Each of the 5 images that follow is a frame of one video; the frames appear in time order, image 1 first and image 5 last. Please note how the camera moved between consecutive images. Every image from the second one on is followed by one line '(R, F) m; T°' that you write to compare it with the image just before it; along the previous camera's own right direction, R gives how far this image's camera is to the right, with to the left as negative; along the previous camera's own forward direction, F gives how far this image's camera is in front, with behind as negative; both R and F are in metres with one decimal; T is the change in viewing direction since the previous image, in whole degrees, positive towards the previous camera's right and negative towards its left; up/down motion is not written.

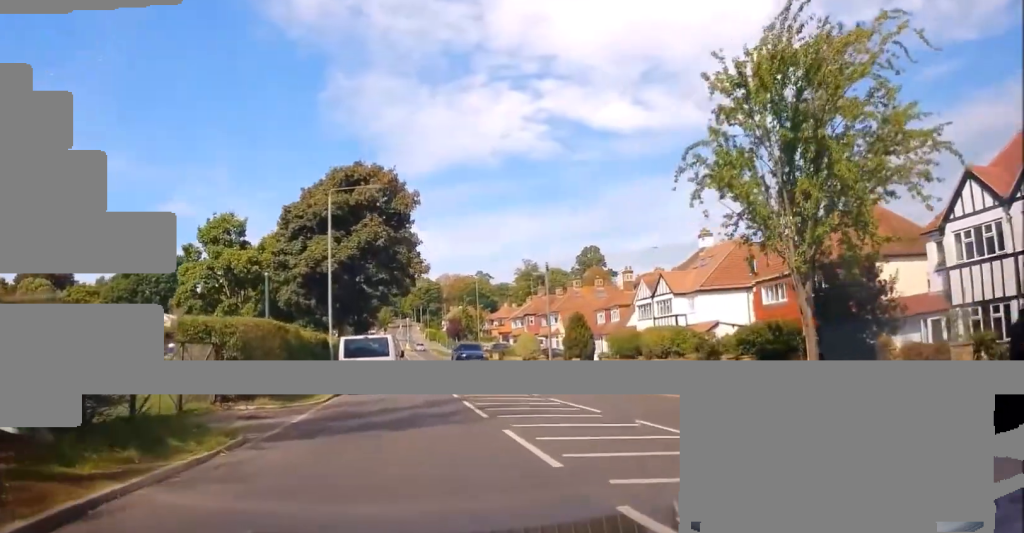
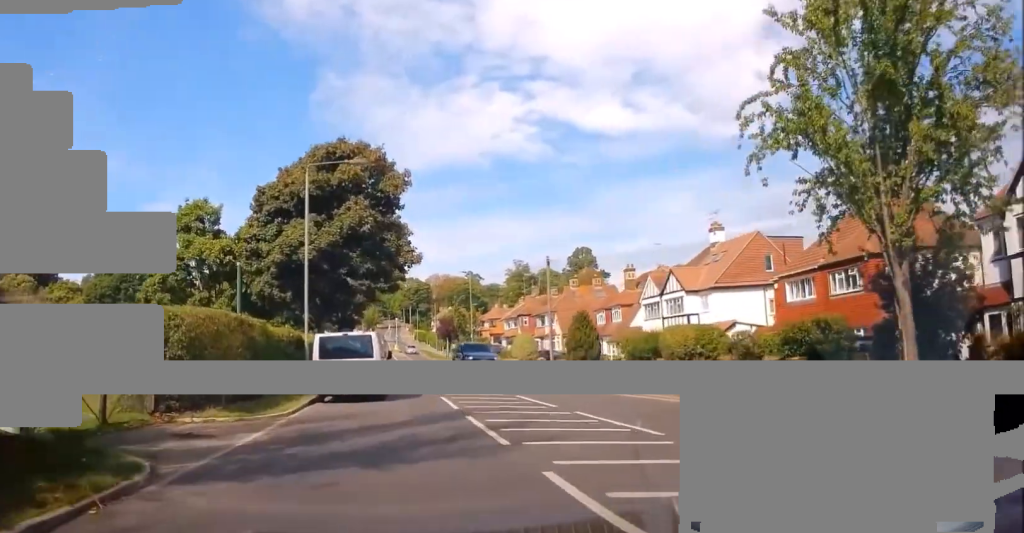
(-0.2, +3.7) m; +1°
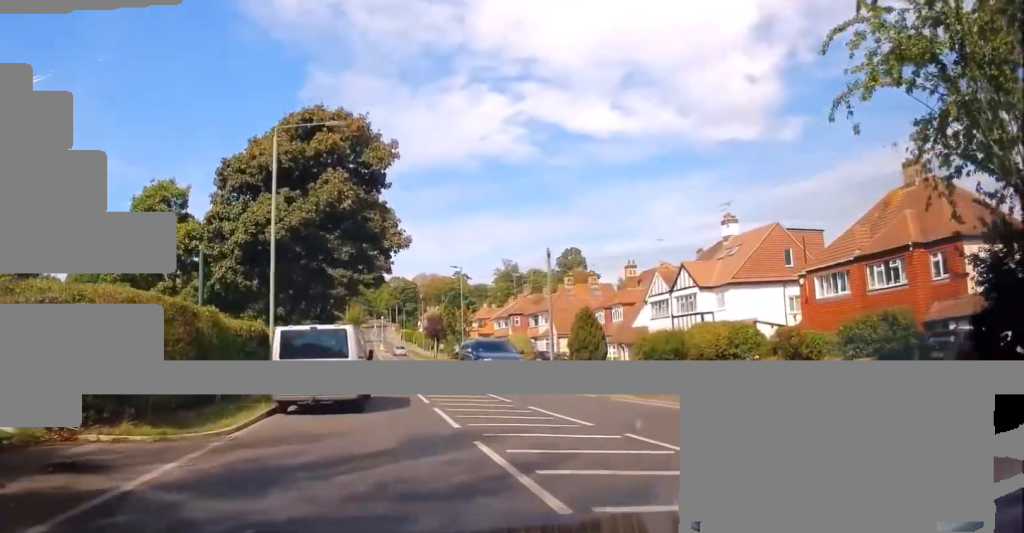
(+0.2, +4.0) m; +1°
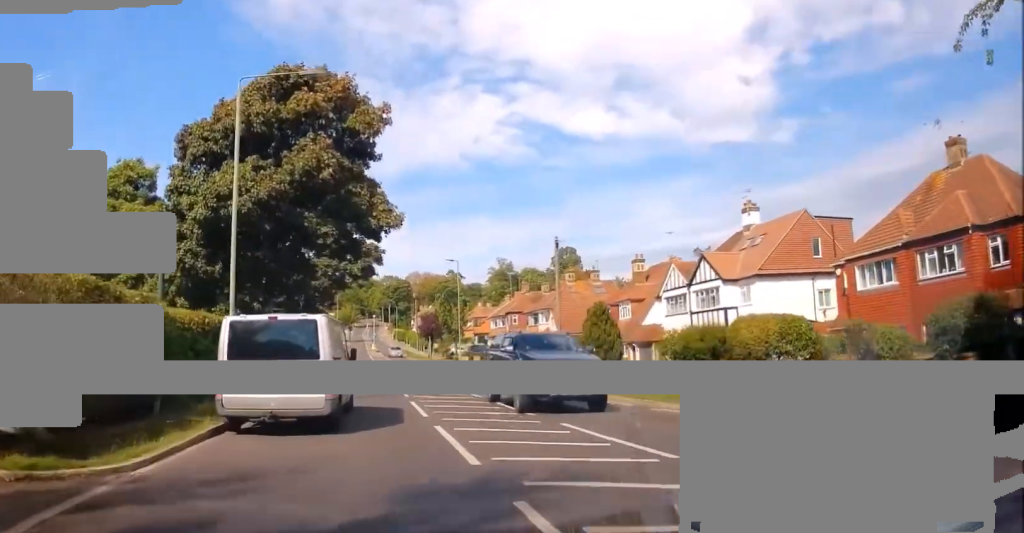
(+0.2, +4.0) m; +1°
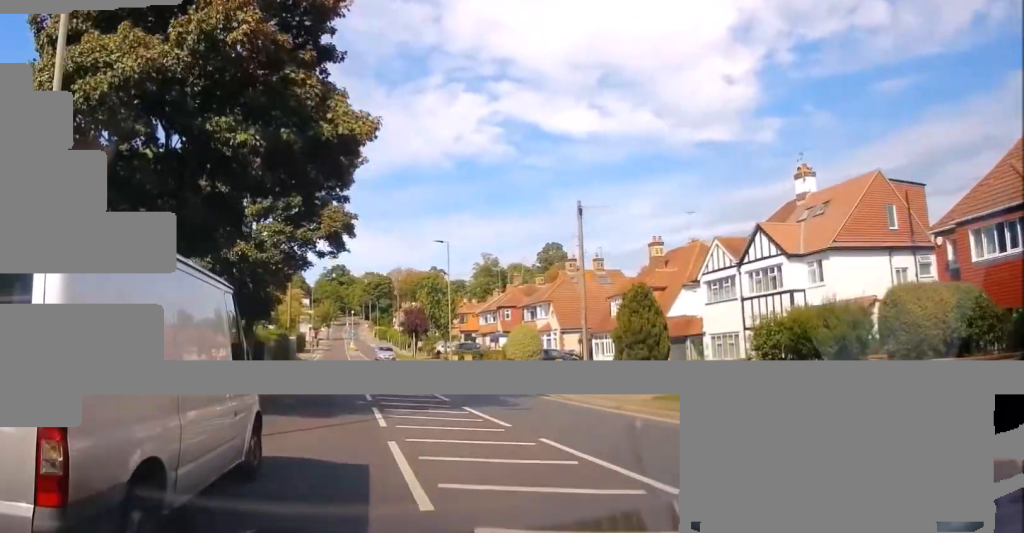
(-0.1, +8.2) m; +1°
